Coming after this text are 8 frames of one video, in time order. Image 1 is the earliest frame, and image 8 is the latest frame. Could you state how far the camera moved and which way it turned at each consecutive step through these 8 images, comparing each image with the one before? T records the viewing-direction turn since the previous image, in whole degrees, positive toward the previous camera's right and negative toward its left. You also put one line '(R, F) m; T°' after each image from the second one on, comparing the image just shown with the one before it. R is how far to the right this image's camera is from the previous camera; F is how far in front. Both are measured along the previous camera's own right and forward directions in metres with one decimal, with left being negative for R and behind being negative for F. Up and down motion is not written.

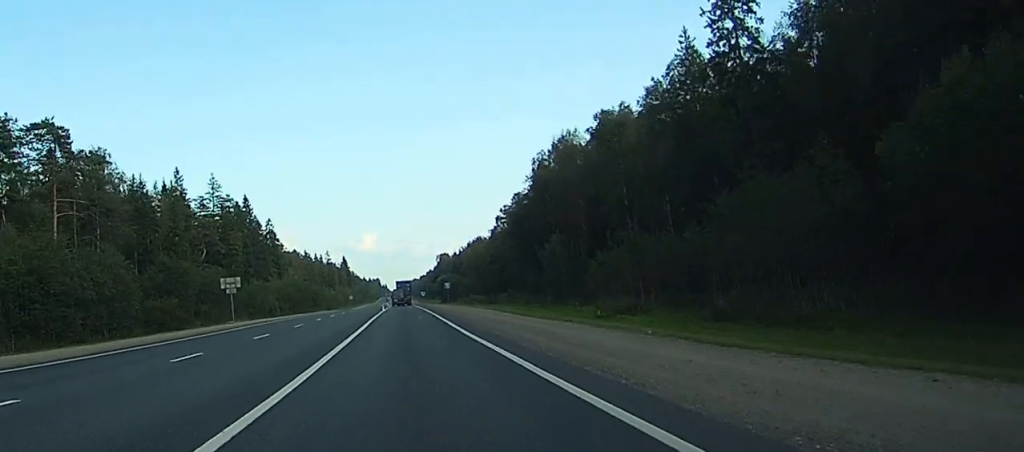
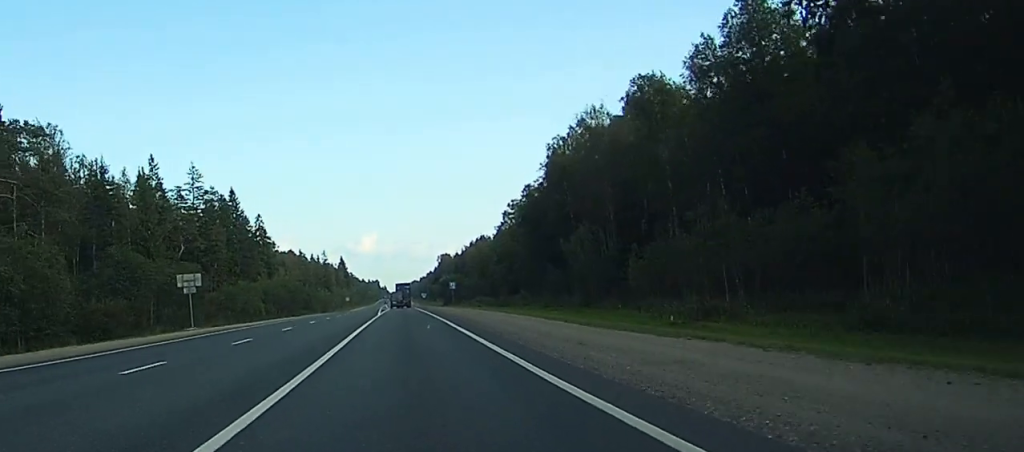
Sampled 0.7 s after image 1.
(0.0, +15.6) m; 0°
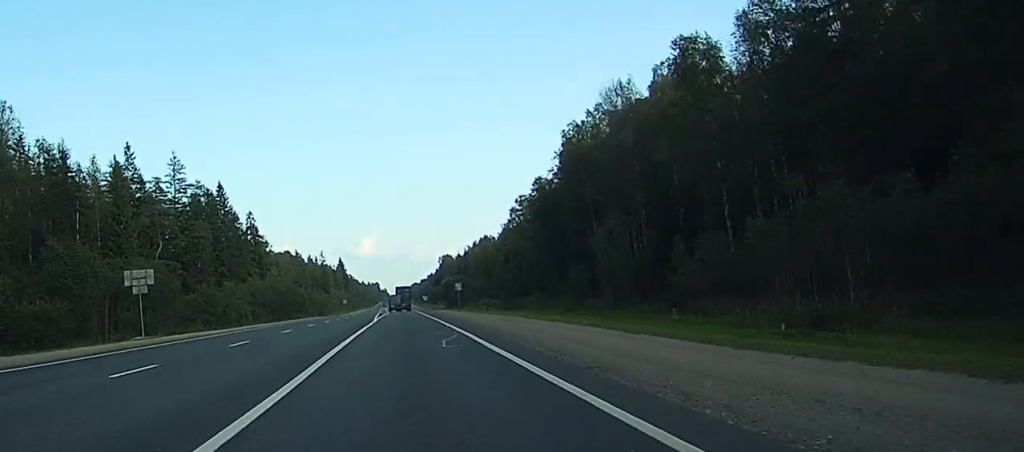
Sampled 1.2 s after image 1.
(0.0, +12.5) m; 0°
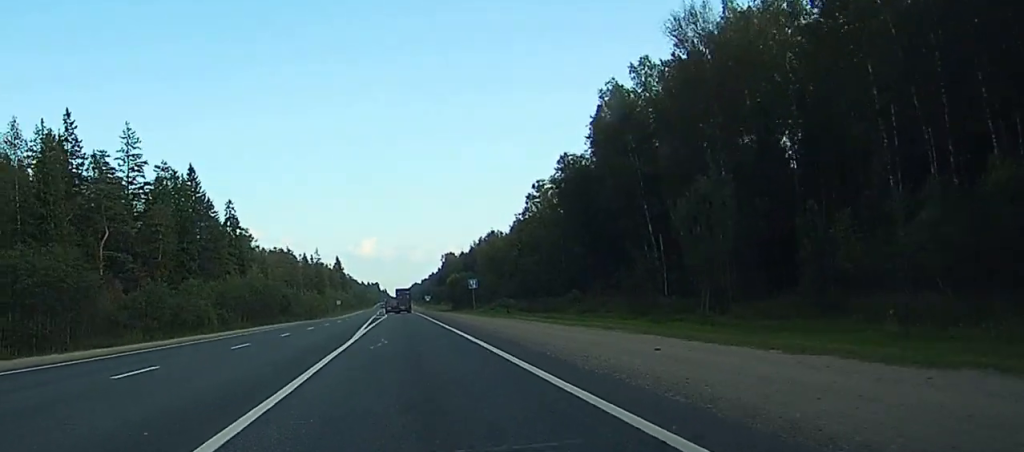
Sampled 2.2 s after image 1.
(-0.1, +23.6) m; 0°
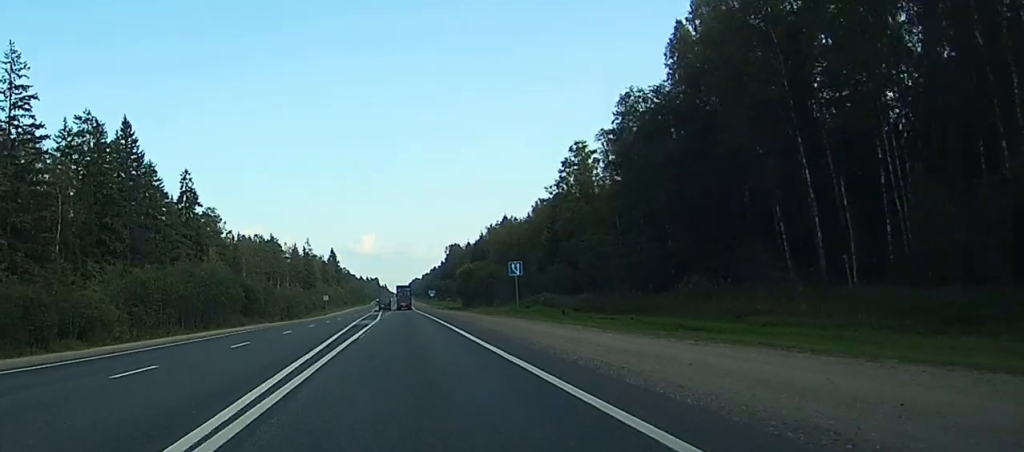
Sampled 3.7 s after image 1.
(0.0, +35.7) m; 0°
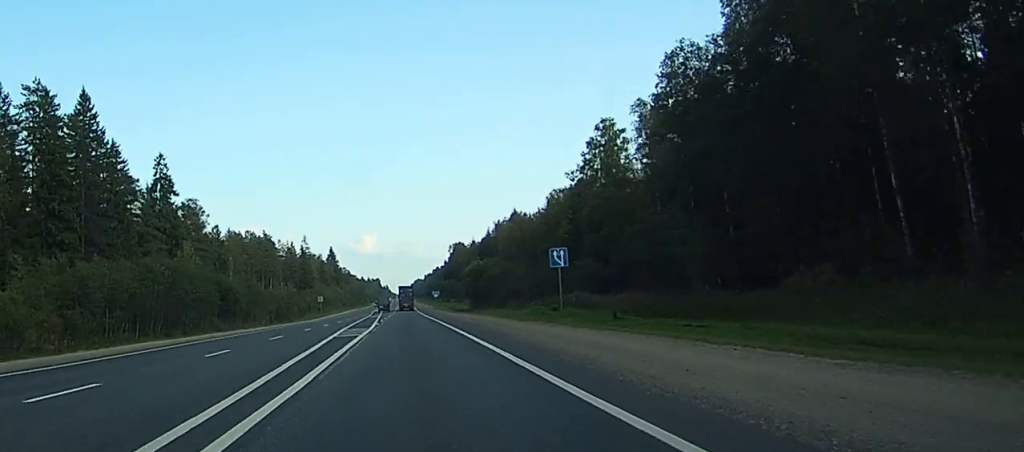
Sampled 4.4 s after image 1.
(0.0, +16.0) m; 0°
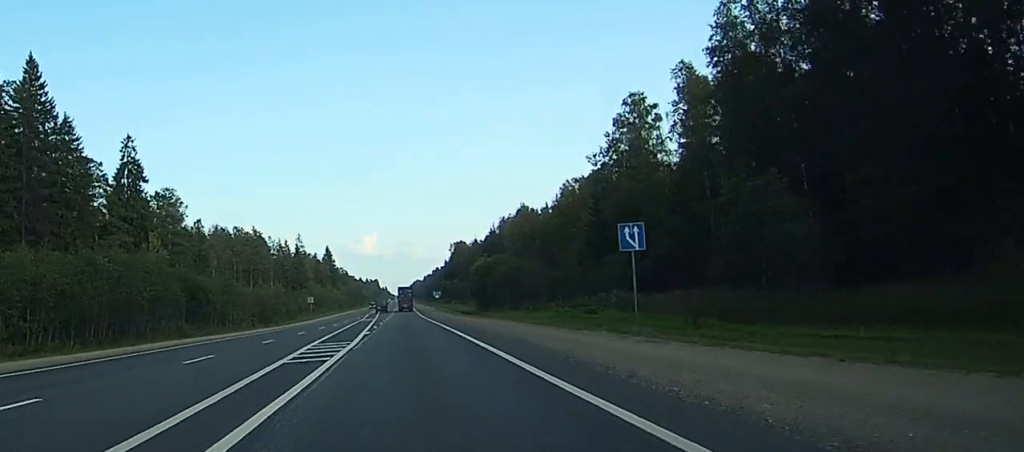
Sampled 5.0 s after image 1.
(0.0, +14.5) m; 0°
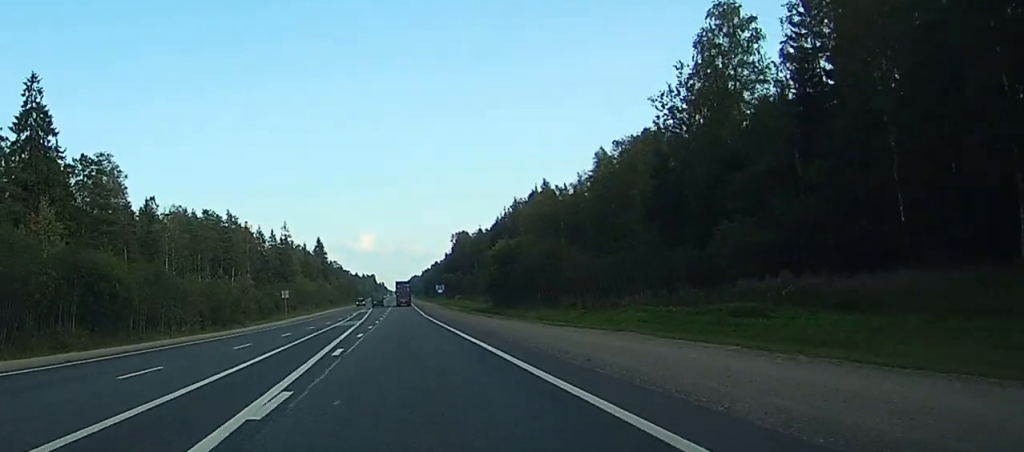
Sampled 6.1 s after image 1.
(+0.1, +28.6) m; 0°
